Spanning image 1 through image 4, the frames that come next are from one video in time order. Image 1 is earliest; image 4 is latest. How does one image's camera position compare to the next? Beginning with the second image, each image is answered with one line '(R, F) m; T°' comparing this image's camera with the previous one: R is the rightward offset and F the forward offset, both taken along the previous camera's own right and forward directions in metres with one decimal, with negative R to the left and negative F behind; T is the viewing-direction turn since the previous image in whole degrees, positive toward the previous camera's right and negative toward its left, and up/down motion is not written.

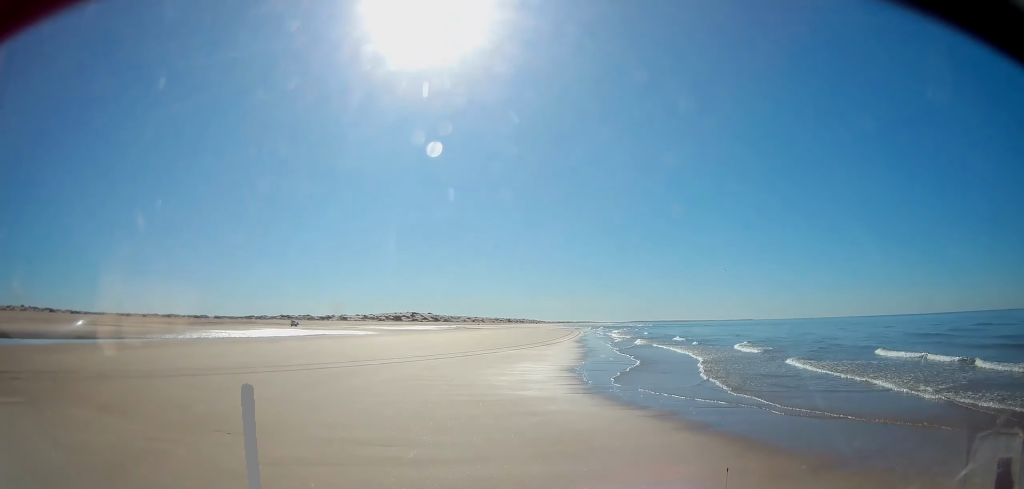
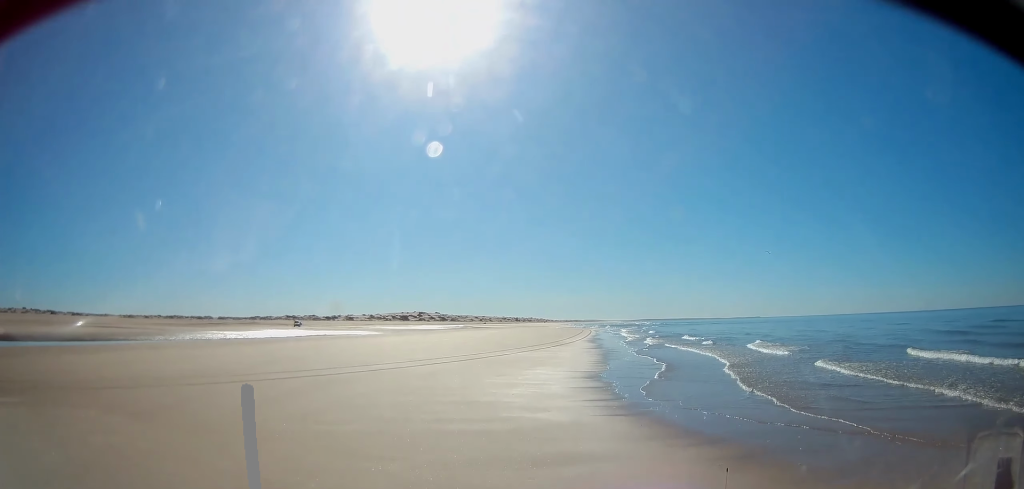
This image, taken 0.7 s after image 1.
(-0.3, +4.9) m; 0°
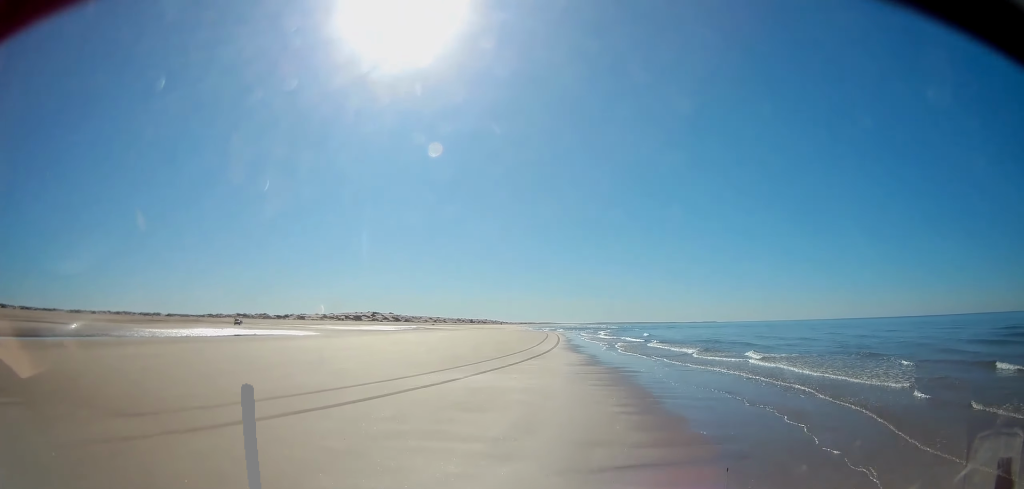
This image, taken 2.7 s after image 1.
(+0.6, +17.0) m; +1°
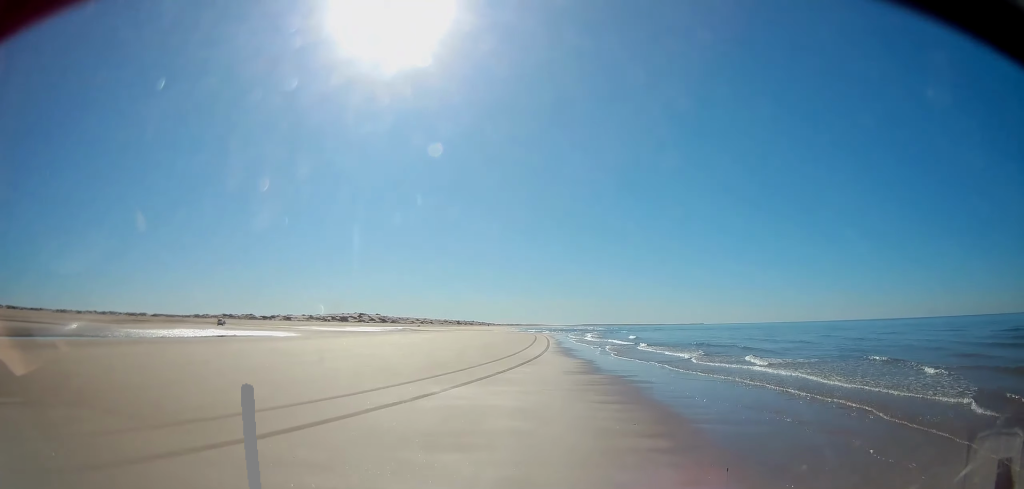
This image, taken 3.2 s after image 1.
(0.0, +3.9) m; +1°
